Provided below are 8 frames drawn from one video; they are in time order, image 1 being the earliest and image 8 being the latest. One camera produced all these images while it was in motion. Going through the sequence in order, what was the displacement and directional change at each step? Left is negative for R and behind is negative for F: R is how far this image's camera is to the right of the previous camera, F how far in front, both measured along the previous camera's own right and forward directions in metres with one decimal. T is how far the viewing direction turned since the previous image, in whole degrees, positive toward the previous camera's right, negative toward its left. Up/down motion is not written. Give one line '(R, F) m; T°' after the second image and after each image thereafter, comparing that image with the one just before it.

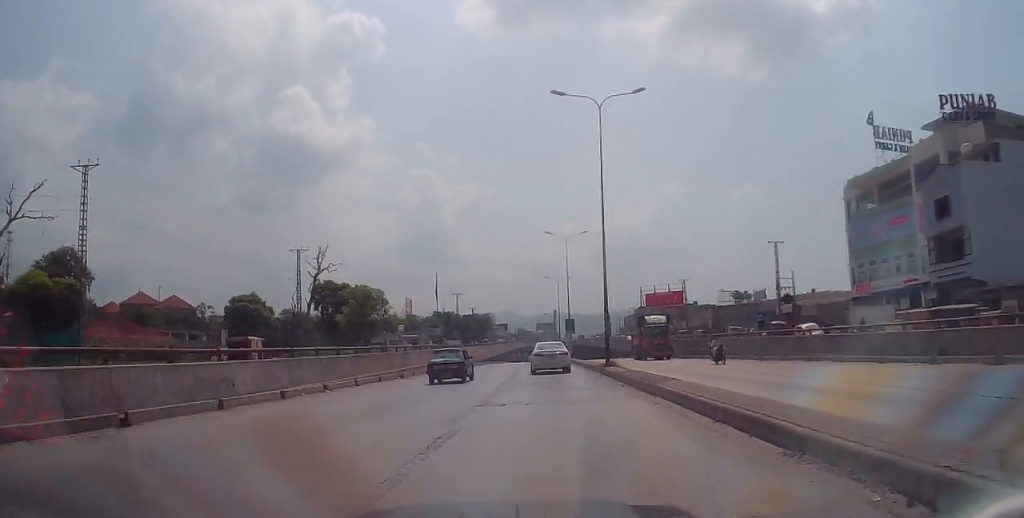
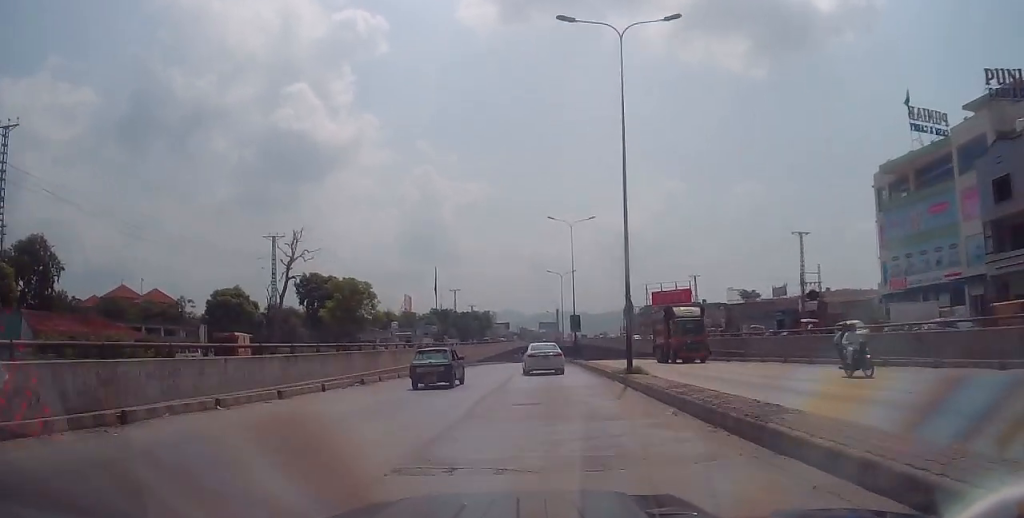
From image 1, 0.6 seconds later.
(+0.3, +7.0) m; -1°
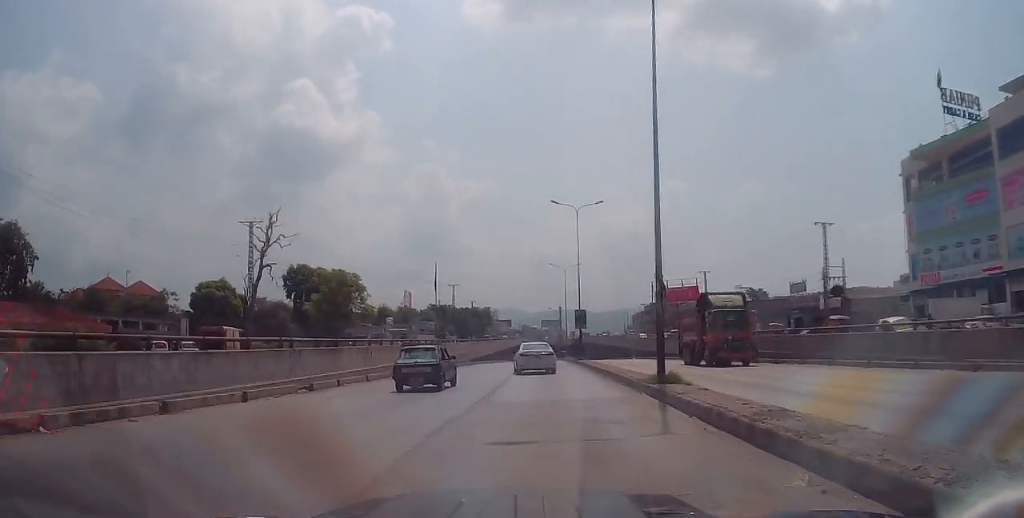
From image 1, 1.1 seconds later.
(-0.3, +5.7) m; -1°
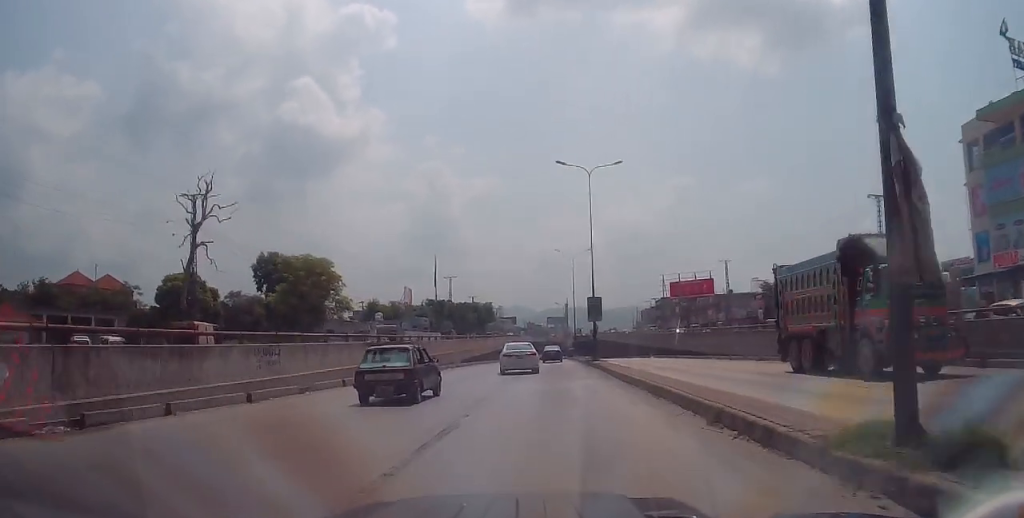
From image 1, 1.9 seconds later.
(-0.3, +10.7) m; -1°
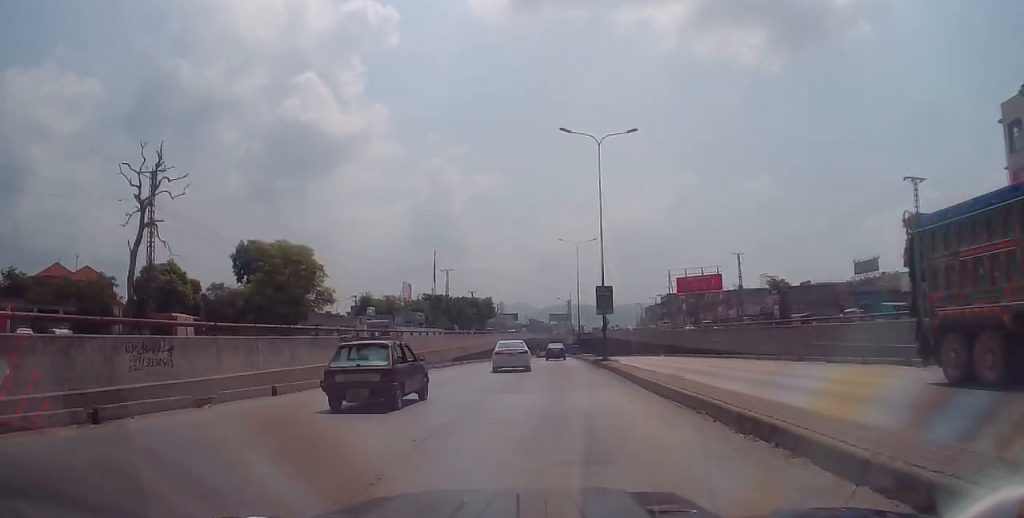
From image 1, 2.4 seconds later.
(0.0, +5.9) m; 0°
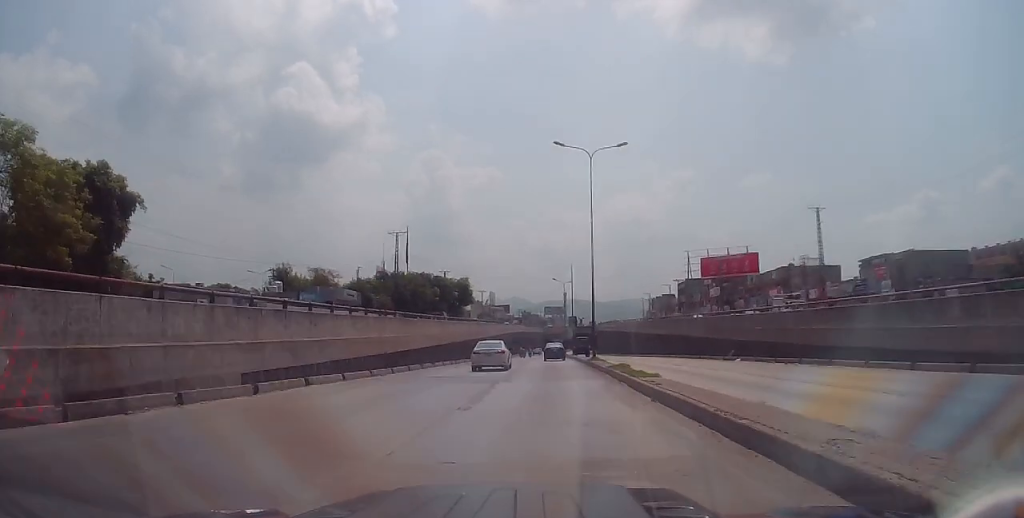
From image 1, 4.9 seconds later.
(+0.5, +31.6) m; +1°
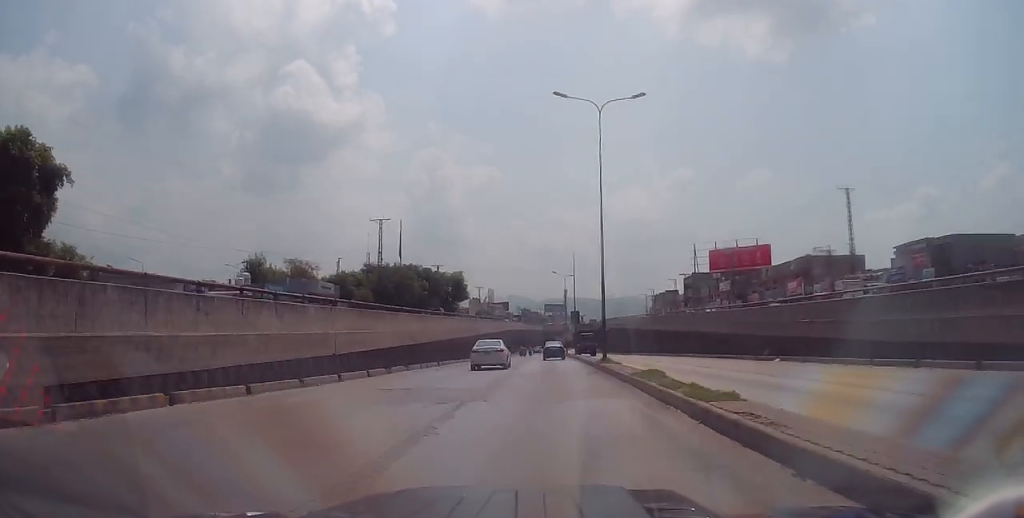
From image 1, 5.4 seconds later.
(0.0, +7.1) m; 0°
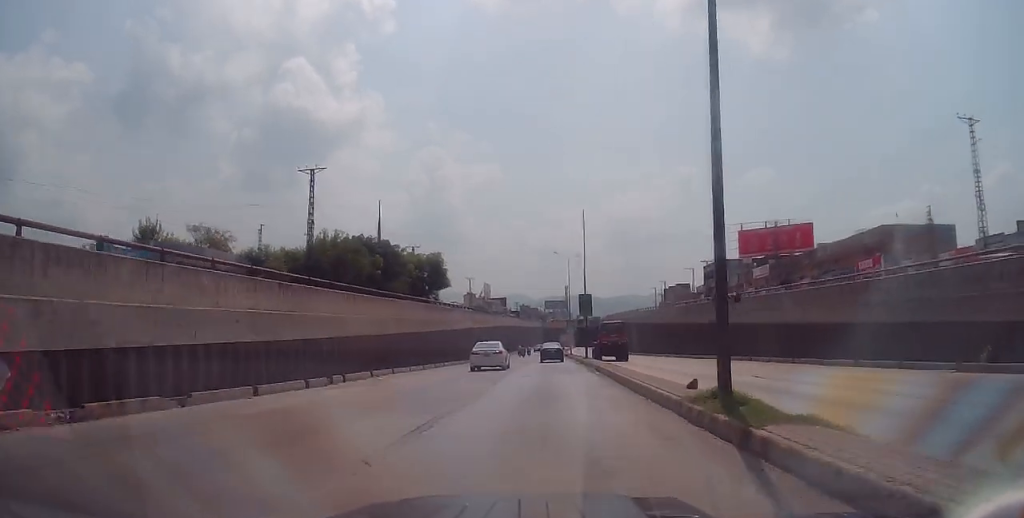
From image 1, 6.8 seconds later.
(-0.3, +19.9) m; -2°
